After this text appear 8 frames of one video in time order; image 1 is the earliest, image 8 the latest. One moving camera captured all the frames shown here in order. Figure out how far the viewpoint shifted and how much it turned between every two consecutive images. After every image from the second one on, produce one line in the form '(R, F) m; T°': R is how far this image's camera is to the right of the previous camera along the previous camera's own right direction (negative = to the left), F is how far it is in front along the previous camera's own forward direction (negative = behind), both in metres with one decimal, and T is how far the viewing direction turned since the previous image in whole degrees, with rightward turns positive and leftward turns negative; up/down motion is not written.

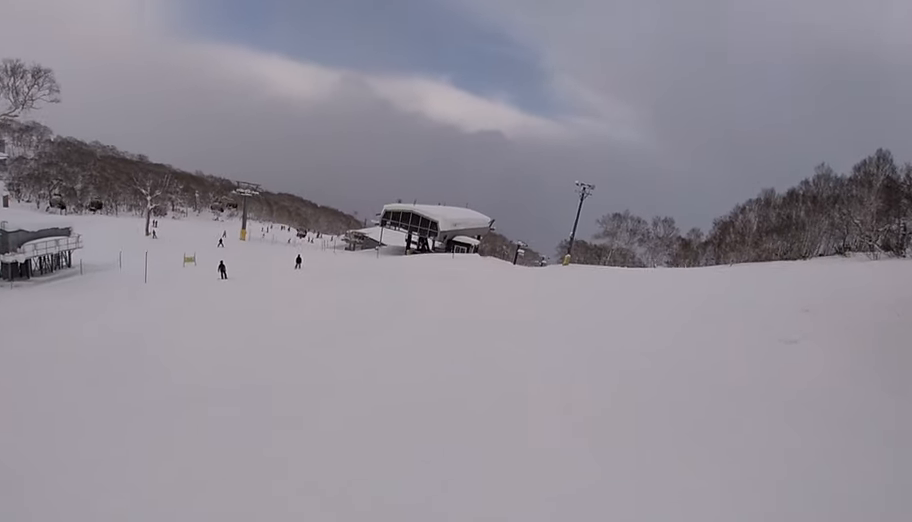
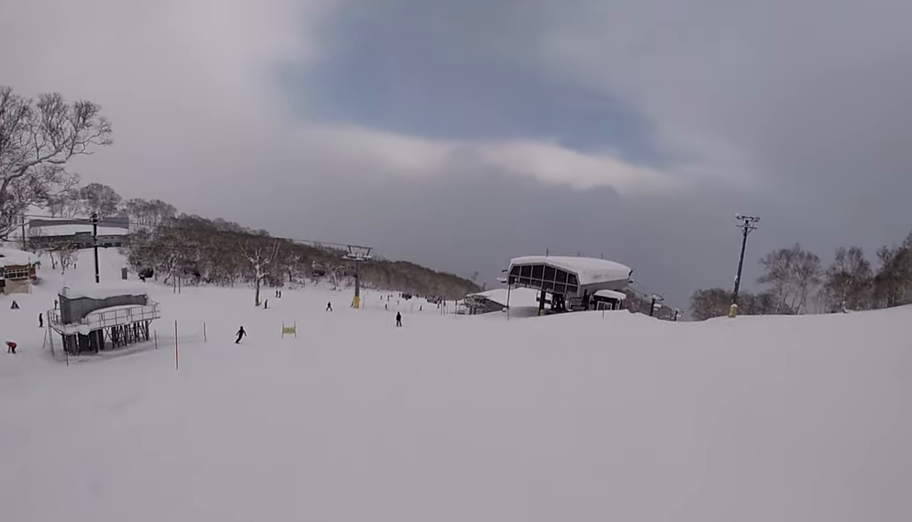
(-1.4, +10.2) m; -8°
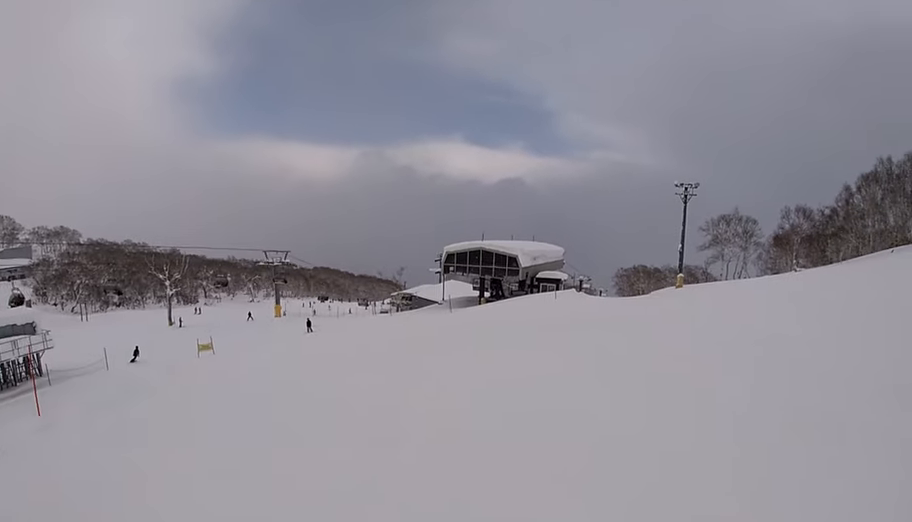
(-0.2, +4.6) m; +5°
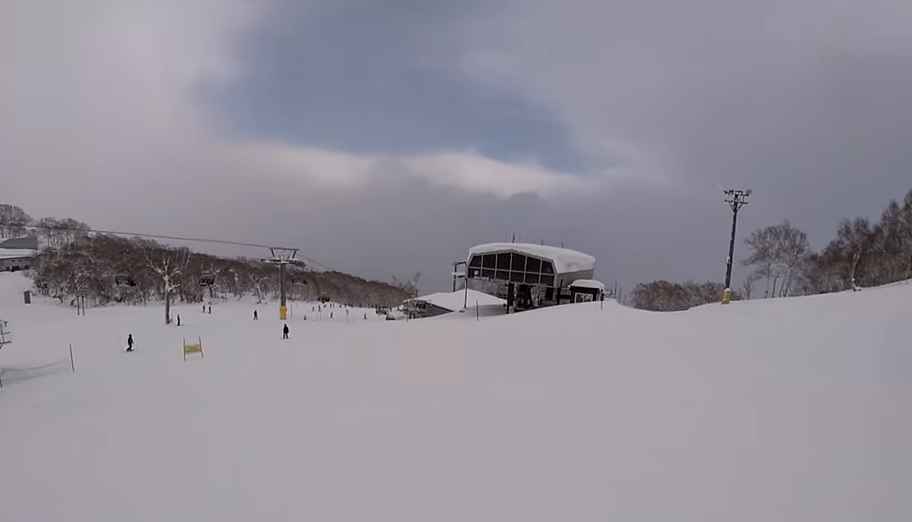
(+0.8, +5.4) m; -1°
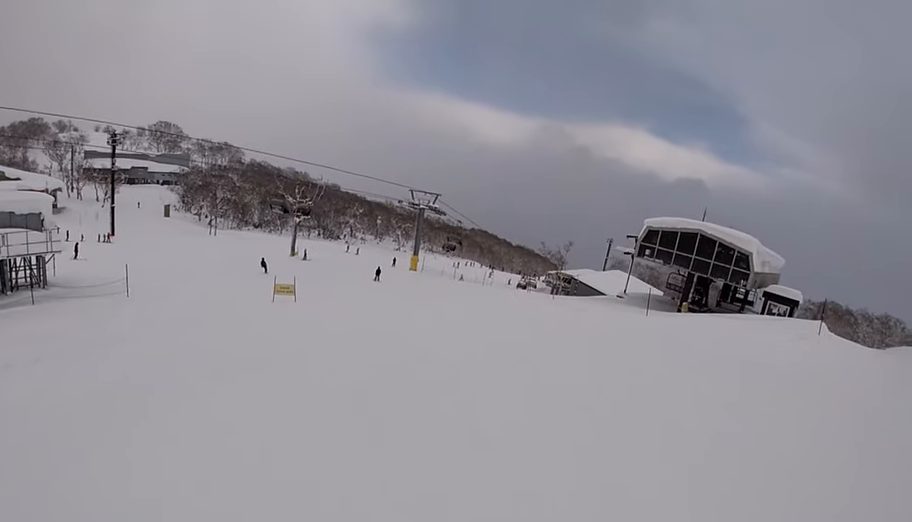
(-1.0, +8.3) m; -17°
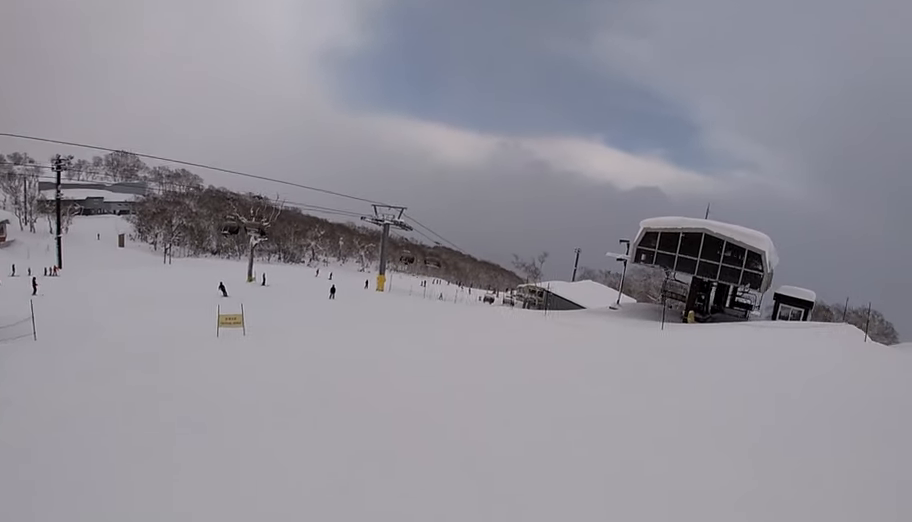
(-0.7, +5.2) m; +1°
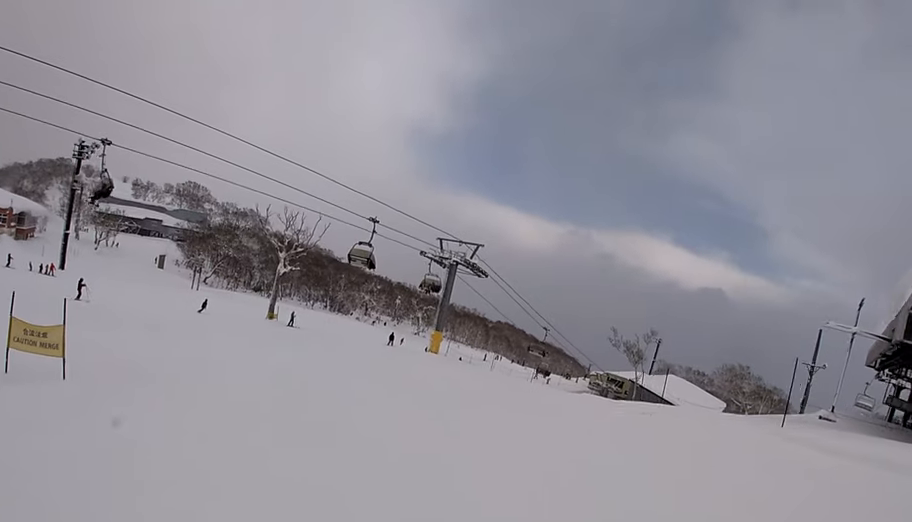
(+0.5, +15.6) m; -9°
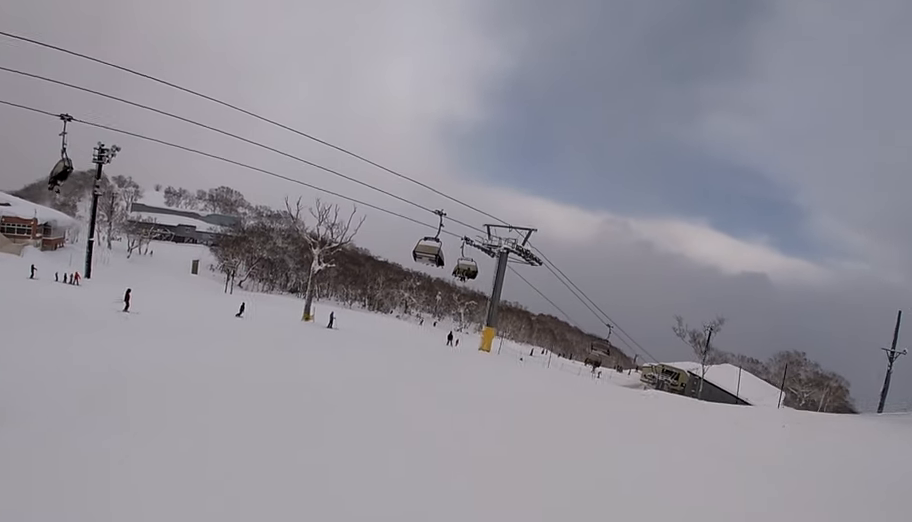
(-0.4, +3.8) m; -5°
